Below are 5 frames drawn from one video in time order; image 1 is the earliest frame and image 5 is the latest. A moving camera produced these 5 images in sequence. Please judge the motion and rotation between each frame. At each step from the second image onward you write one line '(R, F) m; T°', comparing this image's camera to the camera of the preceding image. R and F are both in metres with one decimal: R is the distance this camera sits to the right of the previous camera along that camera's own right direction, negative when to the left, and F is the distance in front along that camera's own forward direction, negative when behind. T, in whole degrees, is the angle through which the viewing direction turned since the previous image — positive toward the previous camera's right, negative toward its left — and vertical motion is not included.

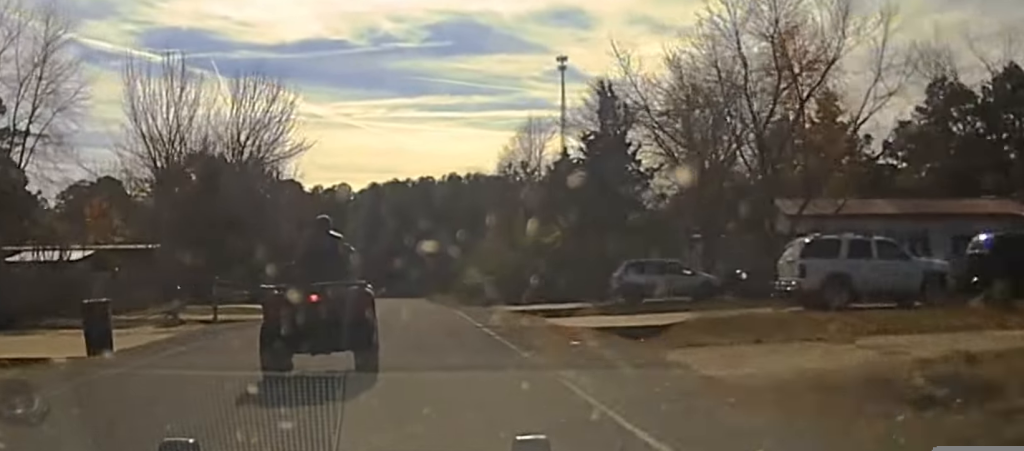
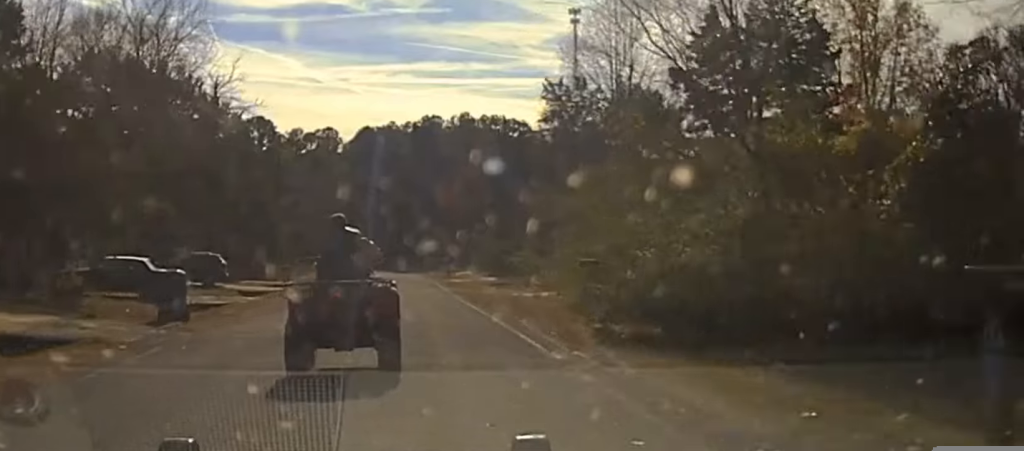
(-0.1, +39.6) m; 0°
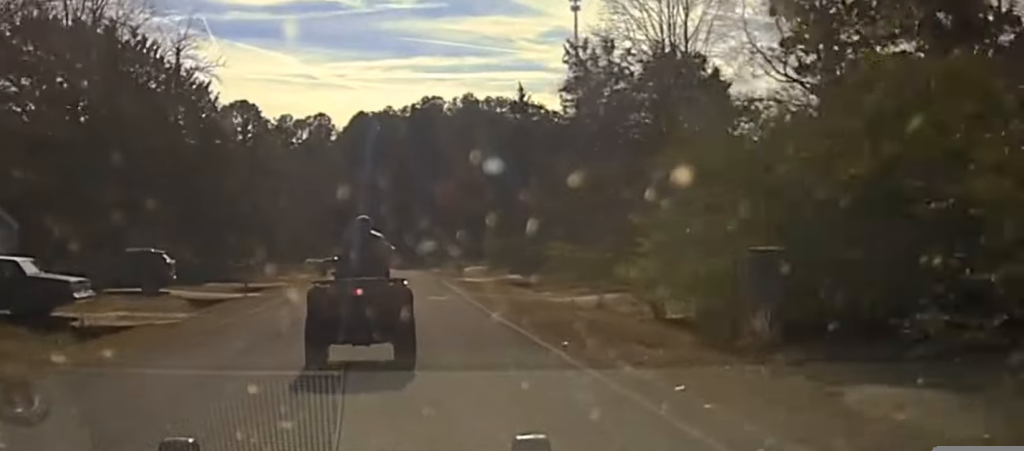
(0.0, +12.7) m; 0°
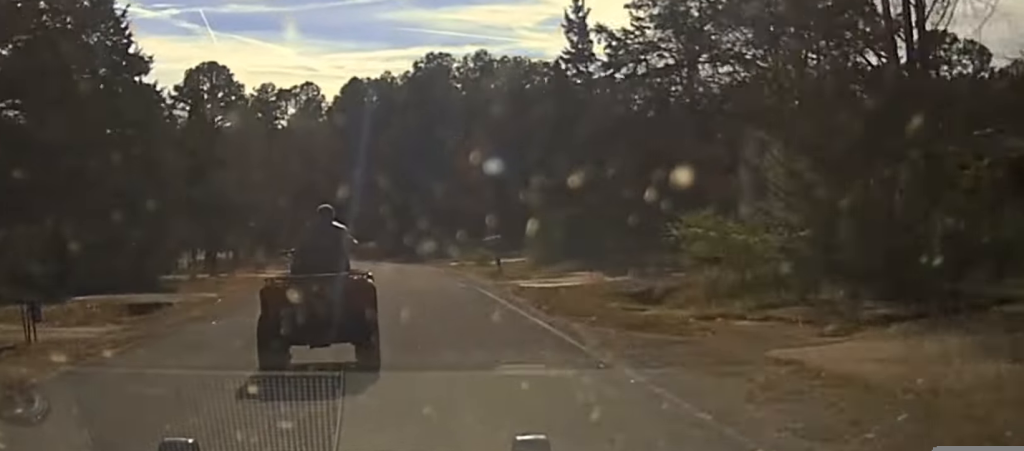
(0.0, +20.0) m; 0°
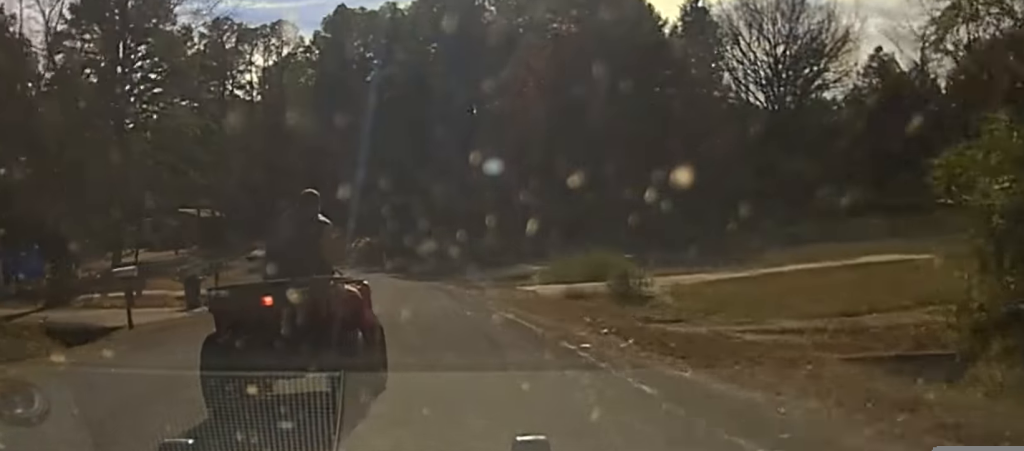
(0.0, +36.3) m; 0°
